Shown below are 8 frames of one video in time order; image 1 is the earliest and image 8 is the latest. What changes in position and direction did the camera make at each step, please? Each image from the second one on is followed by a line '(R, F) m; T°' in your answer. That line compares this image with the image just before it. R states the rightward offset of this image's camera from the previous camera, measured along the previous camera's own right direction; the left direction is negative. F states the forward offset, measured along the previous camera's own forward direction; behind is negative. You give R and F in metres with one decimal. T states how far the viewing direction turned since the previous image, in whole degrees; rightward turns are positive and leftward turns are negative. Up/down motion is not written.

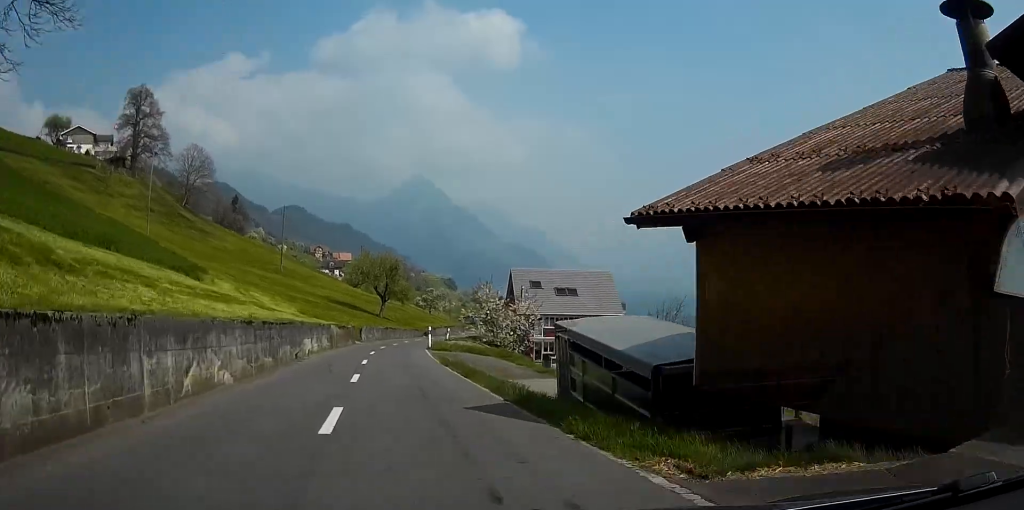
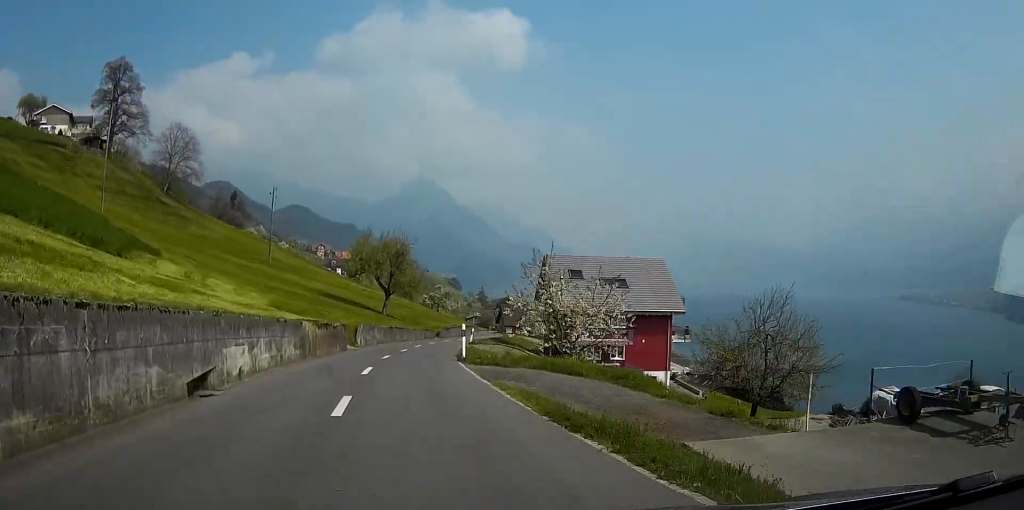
(-0.1, +16.1) m; 0°
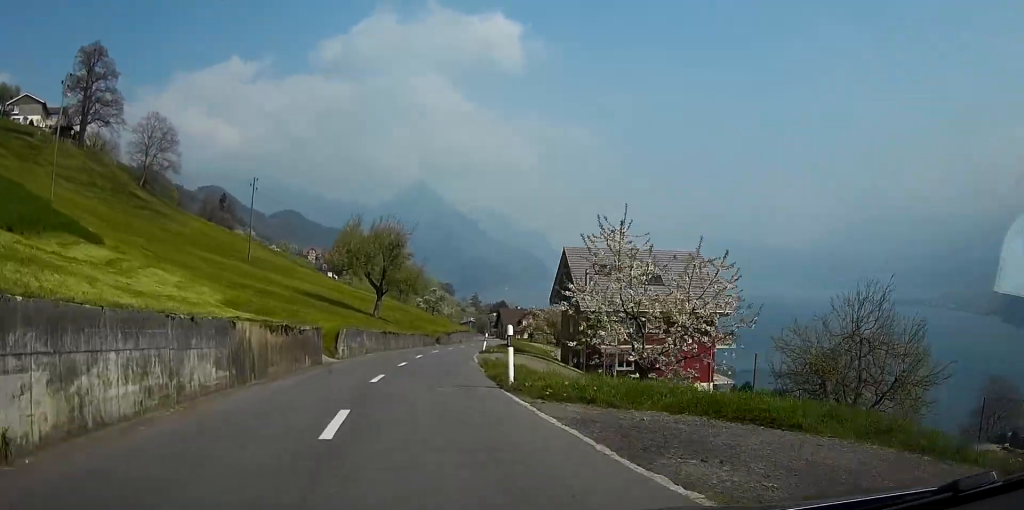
(0.0, +10.6) m; +1°
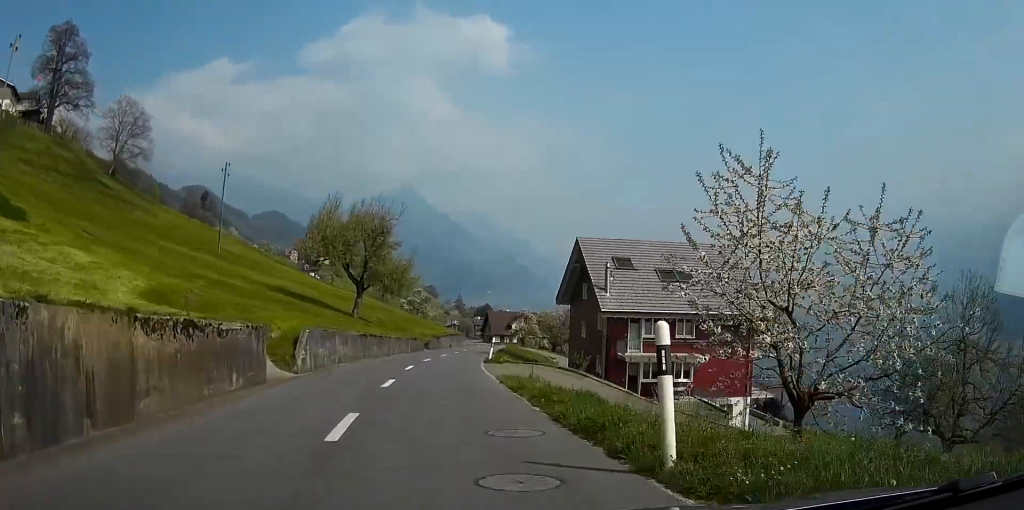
(0.0, +8.9) m; +1°
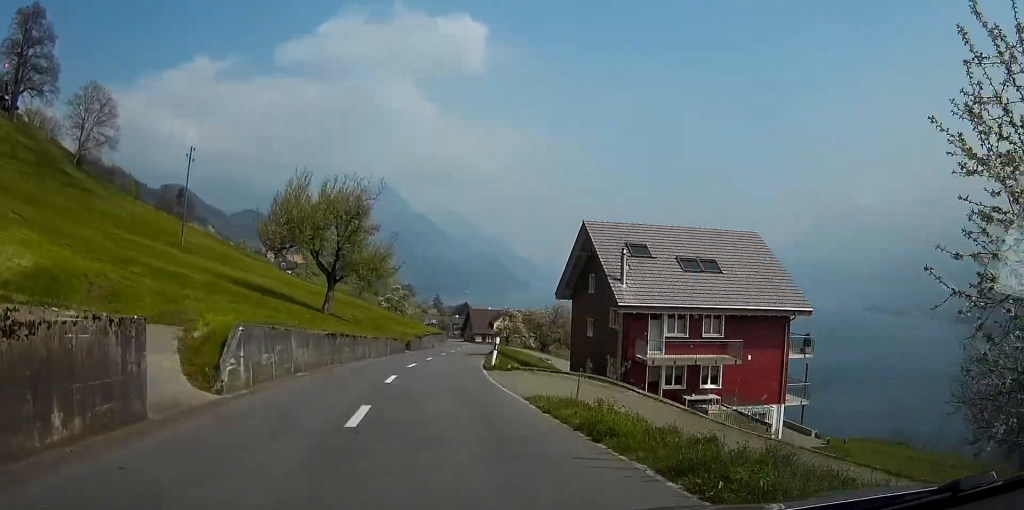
(+0.1, +7.3) m; +1°
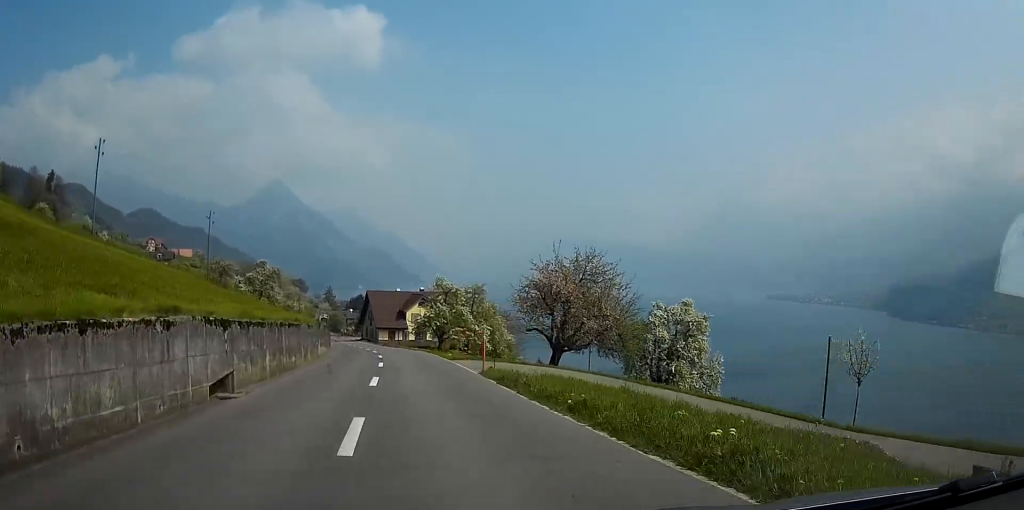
(+5.7, +55.2) m; +10°
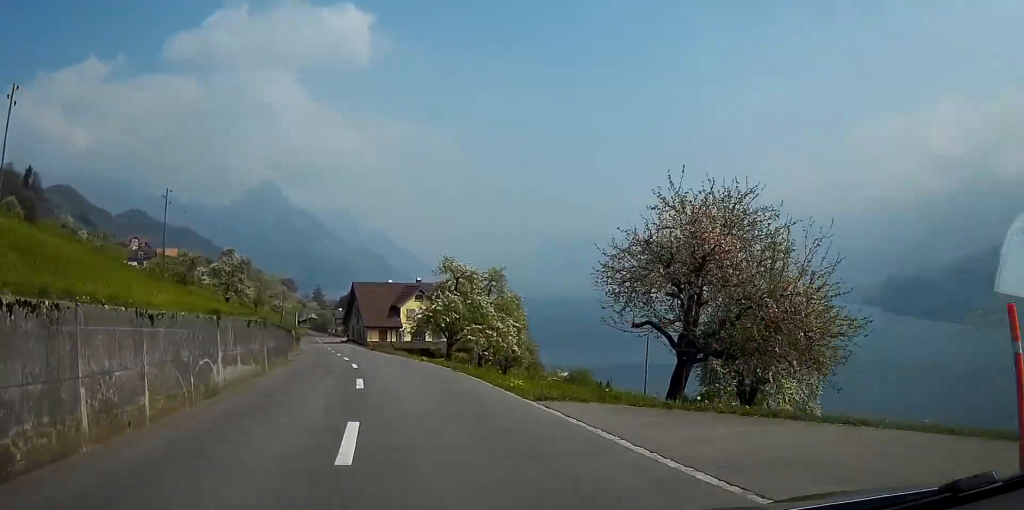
(0.0, +18.5) m; 0°
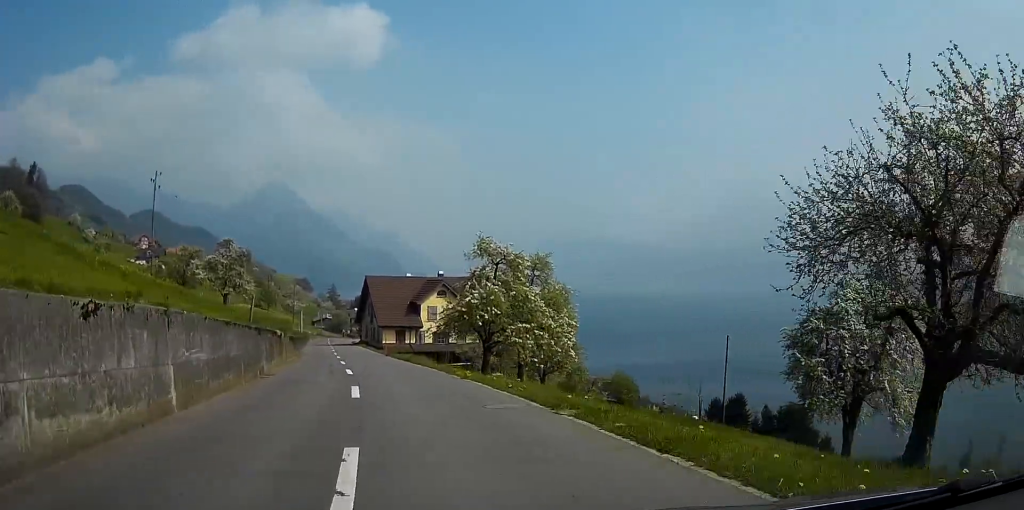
(-0.1, +10.9) m; -1°
